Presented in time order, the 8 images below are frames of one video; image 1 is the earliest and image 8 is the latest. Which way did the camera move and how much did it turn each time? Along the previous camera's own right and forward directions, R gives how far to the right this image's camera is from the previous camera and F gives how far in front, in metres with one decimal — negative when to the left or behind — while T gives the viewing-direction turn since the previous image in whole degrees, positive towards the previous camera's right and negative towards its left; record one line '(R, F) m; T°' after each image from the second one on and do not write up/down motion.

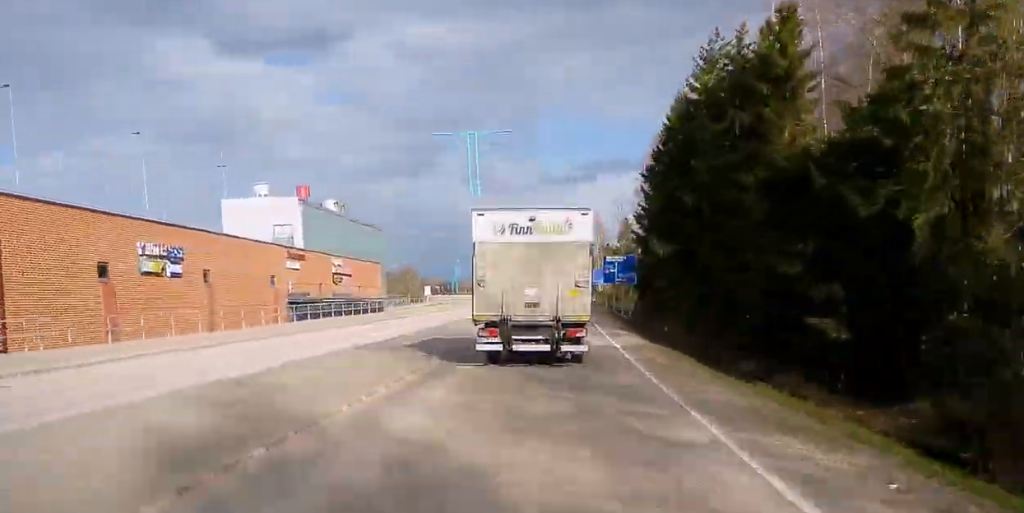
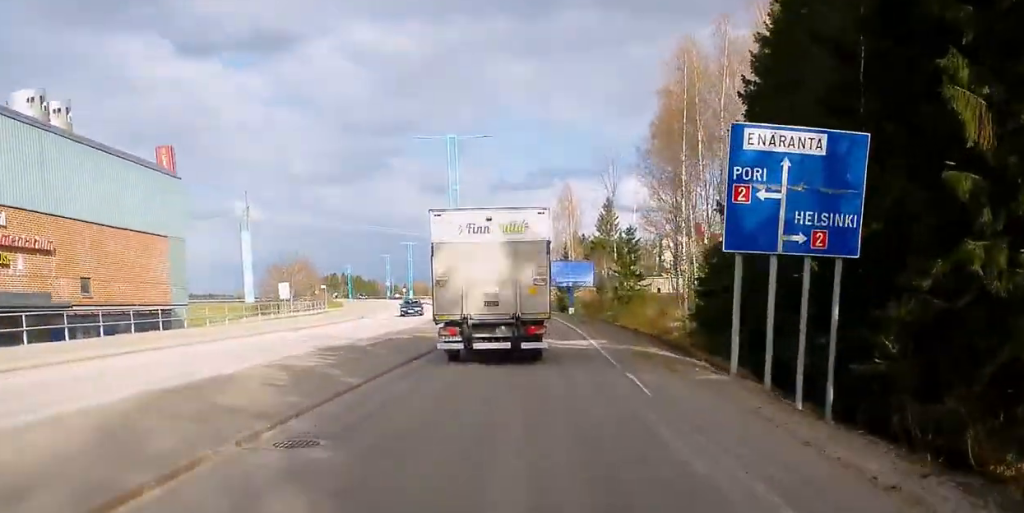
(-1.1, +49.7) m; -2°
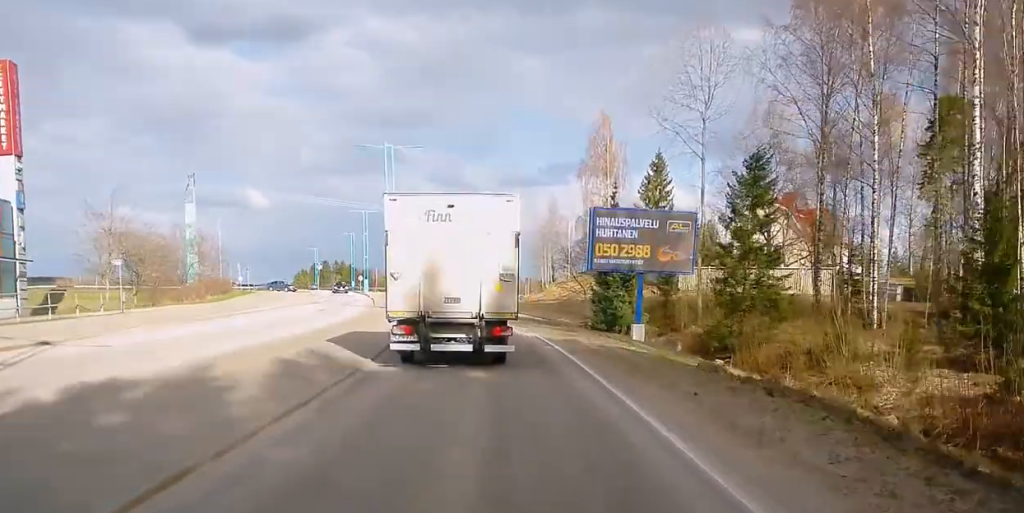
(+1.0, +46.1) m; 0°
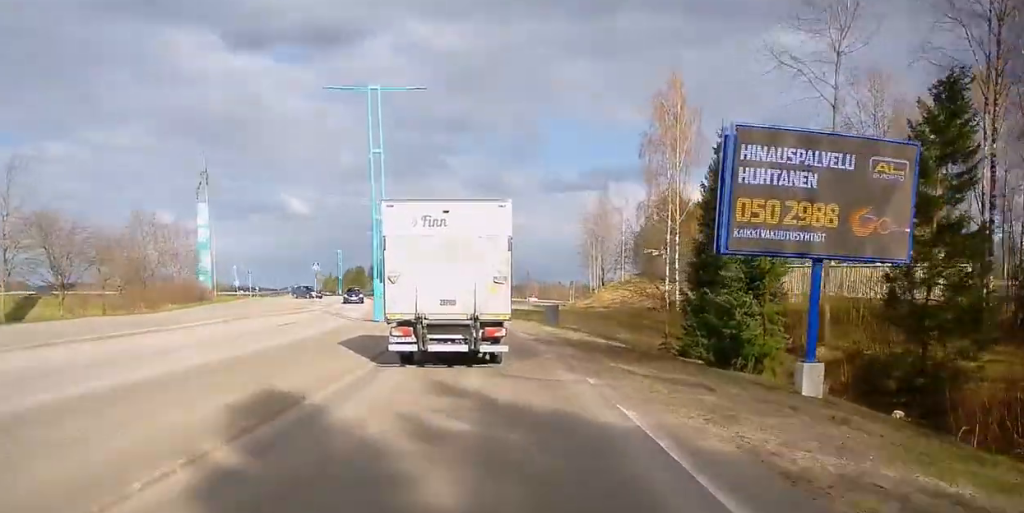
(-0.4, +16.4) m; -3°
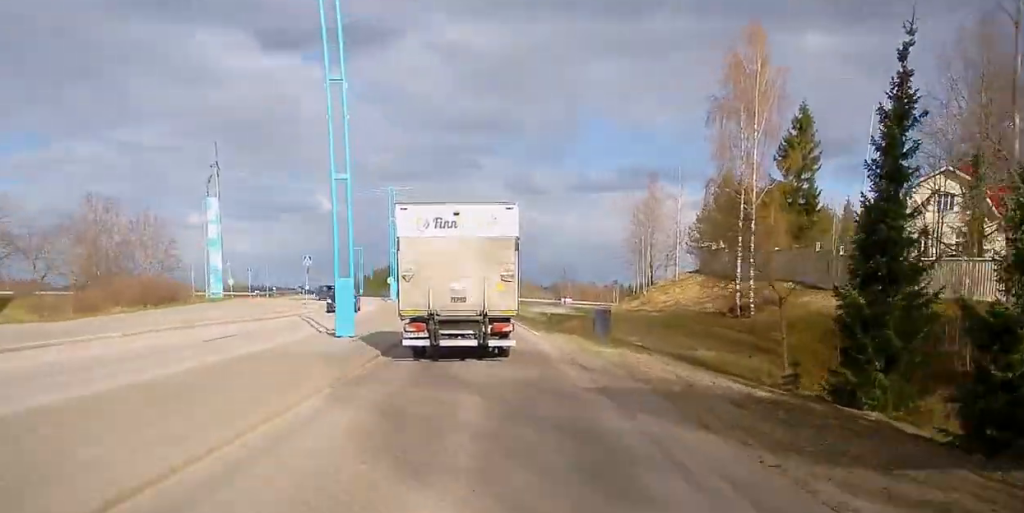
(-0.4, +12.6) m; -2°
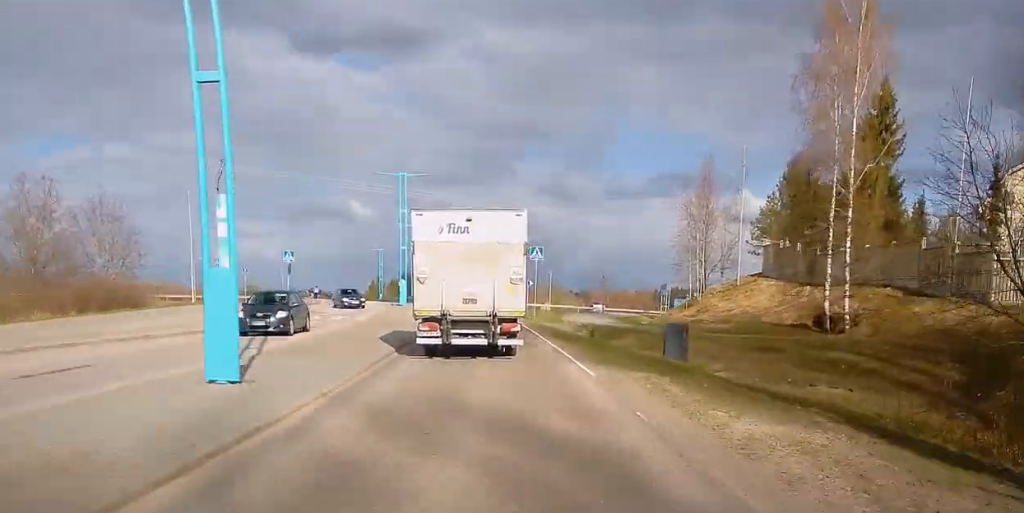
(-0.3, +10.9) m; -2°
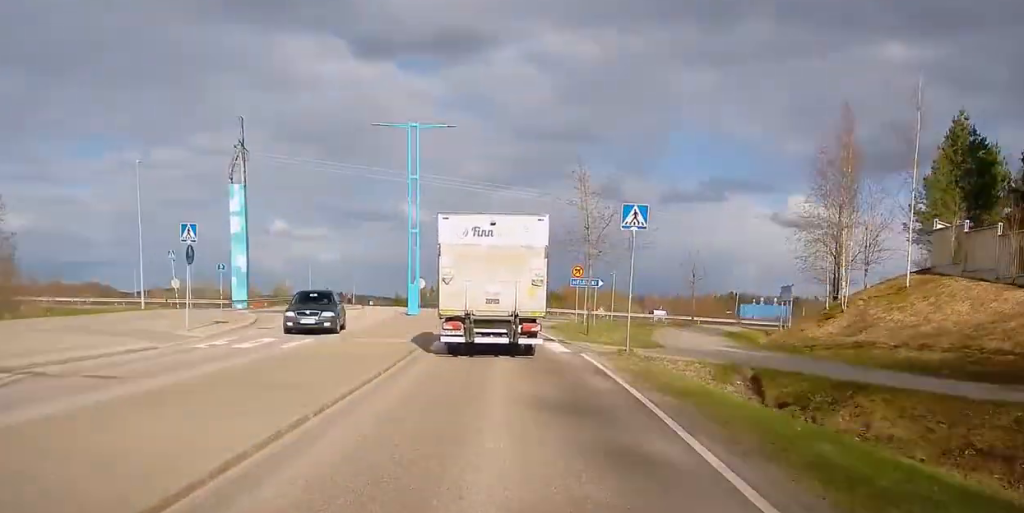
(-0.5, +18.3) m; -3°
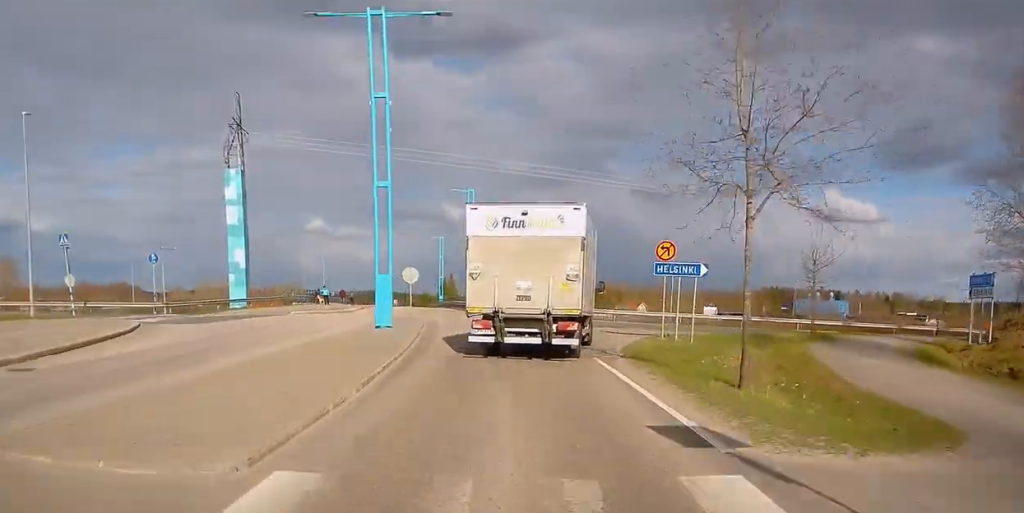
(-0.3, +15.7) m; +2°
